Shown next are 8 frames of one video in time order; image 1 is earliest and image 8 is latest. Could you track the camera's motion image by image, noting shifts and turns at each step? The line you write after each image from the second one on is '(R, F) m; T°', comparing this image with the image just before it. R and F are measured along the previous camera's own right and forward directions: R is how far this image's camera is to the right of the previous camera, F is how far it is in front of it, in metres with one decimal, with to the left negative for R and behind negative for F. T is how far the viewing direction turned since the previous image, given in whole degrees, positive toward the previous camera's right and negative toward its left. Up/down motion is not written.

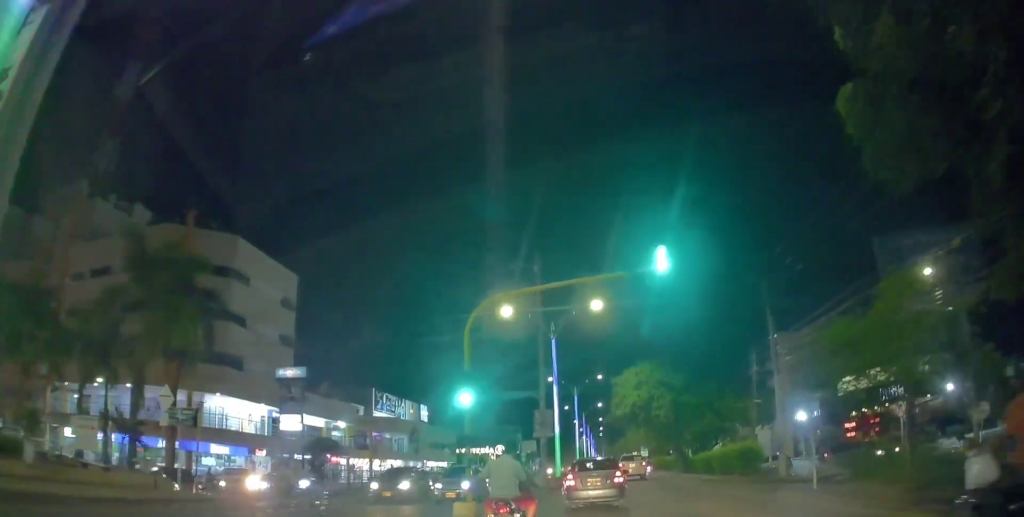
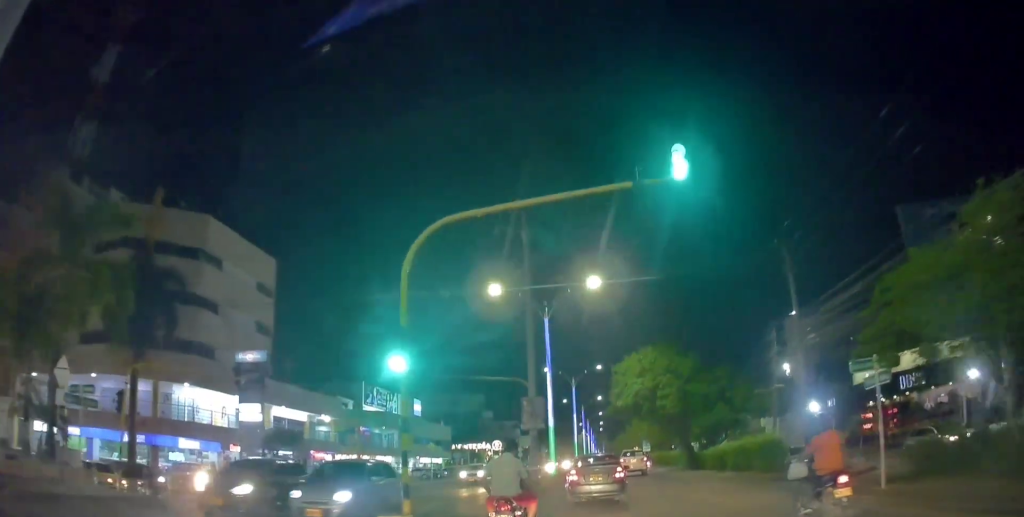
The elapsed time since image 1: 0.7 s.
(+0.2, +4.3) m; +2°
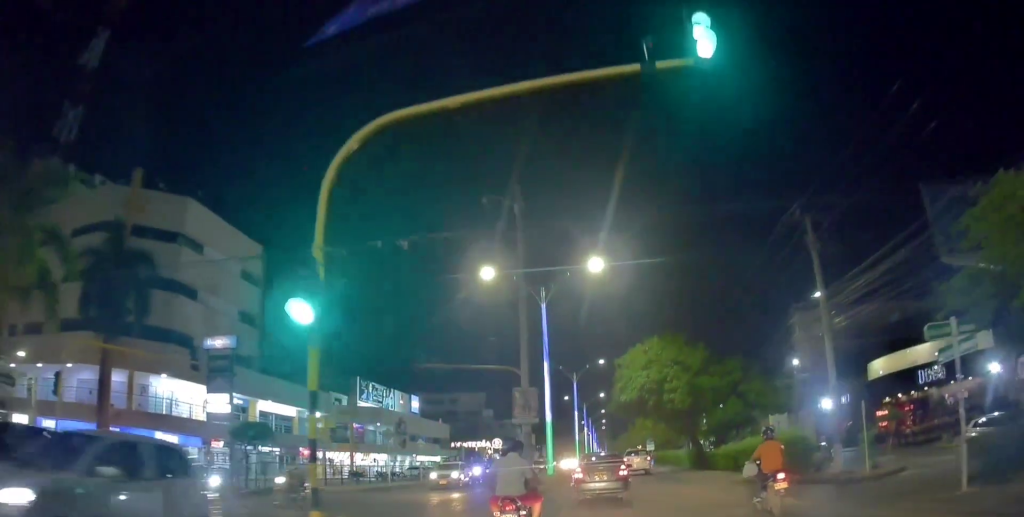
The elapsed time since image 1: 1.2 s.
(+0.1, +3.0) m; 0°
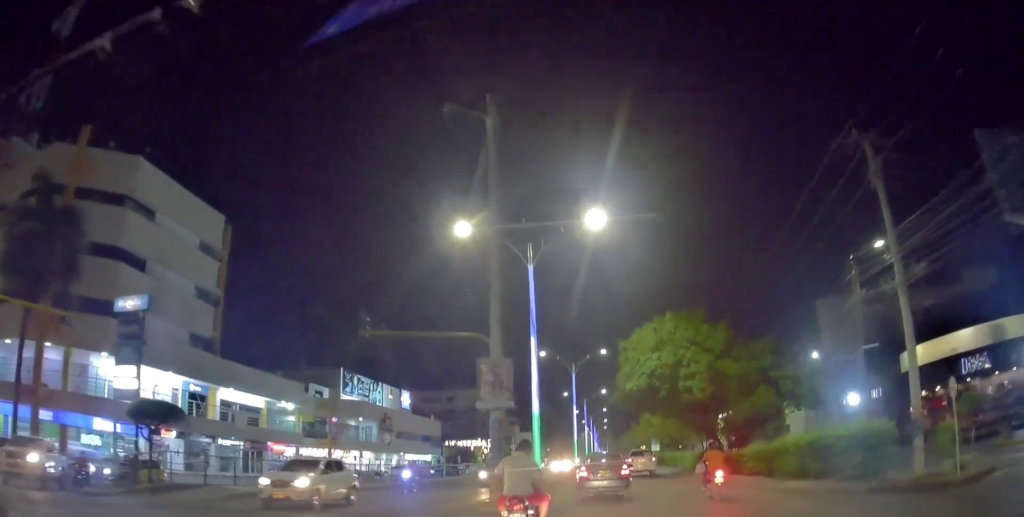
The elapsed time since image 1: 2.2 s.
(-0.3, +6.5) m; -3°
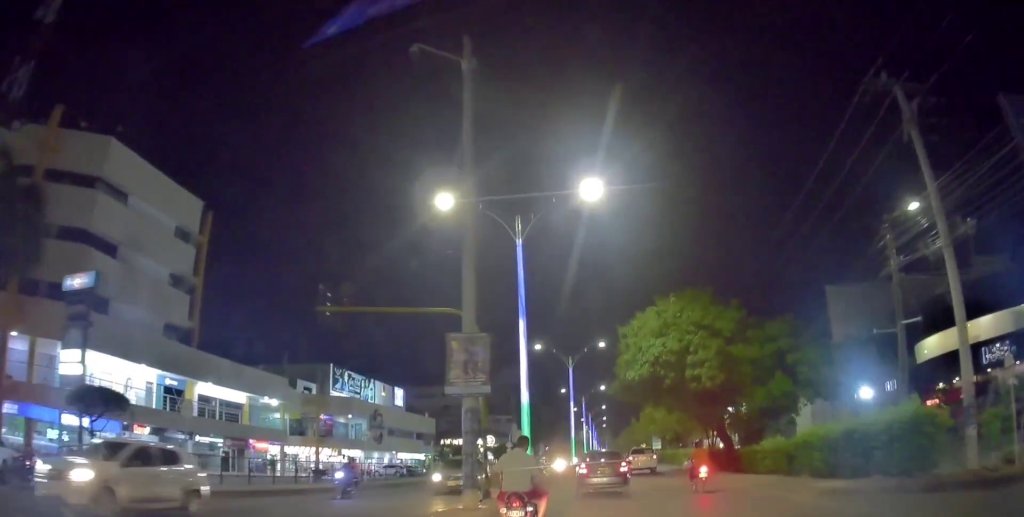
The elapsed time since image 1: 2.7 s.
(0.0, +2.9) m; -1°
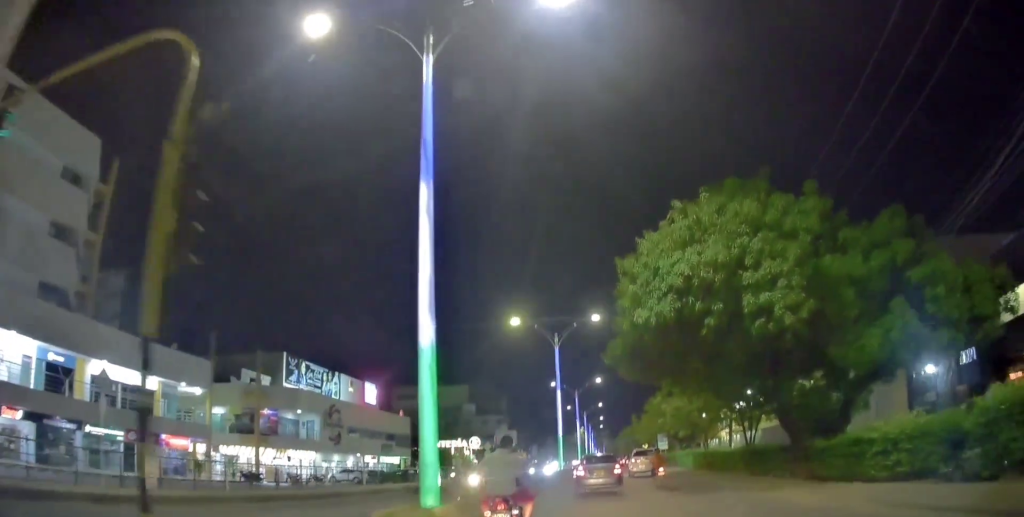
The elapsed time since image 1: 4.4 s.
(-0.3, +11.8) m; -1°
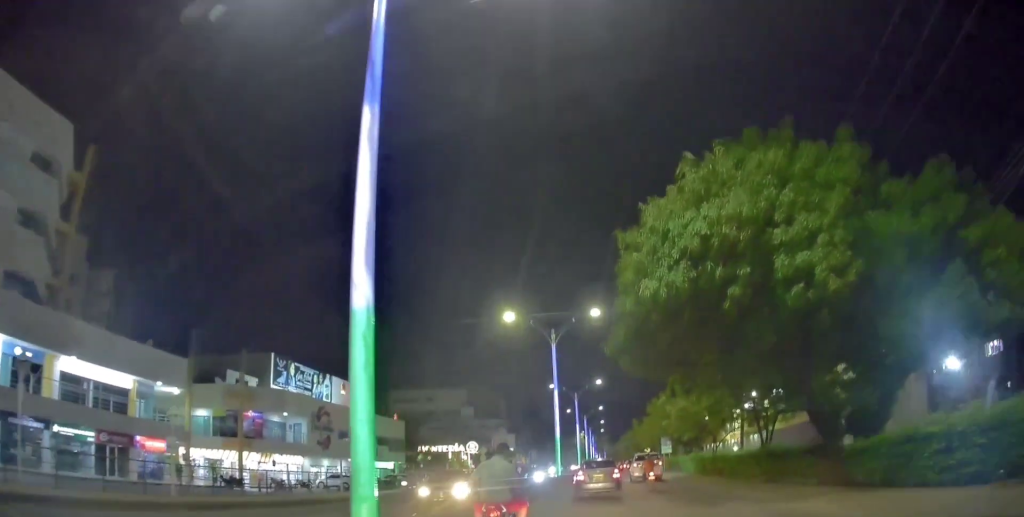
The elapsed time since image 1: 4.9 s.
(+0.1, +2.9) m; 0°
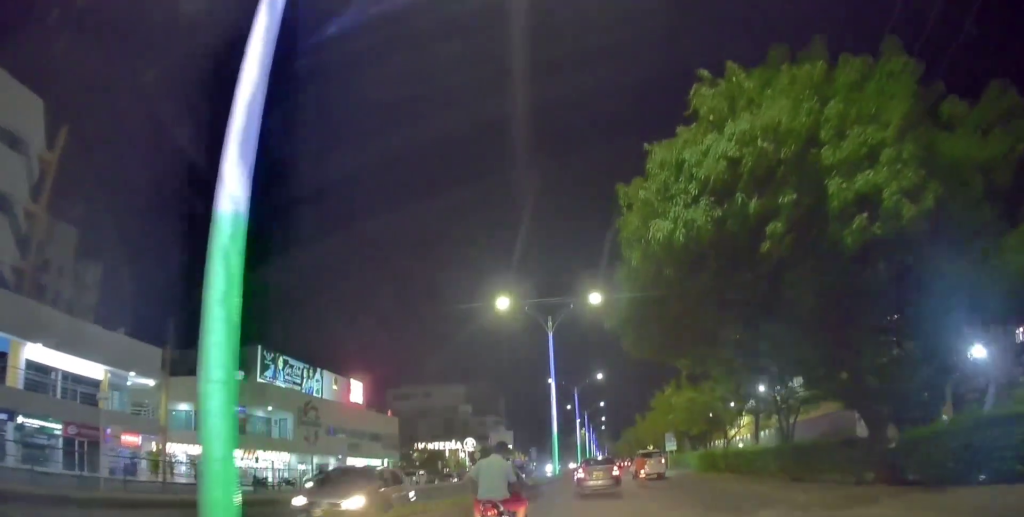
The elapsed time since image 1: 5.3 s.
(+0.1, +3.0) m; 0°
